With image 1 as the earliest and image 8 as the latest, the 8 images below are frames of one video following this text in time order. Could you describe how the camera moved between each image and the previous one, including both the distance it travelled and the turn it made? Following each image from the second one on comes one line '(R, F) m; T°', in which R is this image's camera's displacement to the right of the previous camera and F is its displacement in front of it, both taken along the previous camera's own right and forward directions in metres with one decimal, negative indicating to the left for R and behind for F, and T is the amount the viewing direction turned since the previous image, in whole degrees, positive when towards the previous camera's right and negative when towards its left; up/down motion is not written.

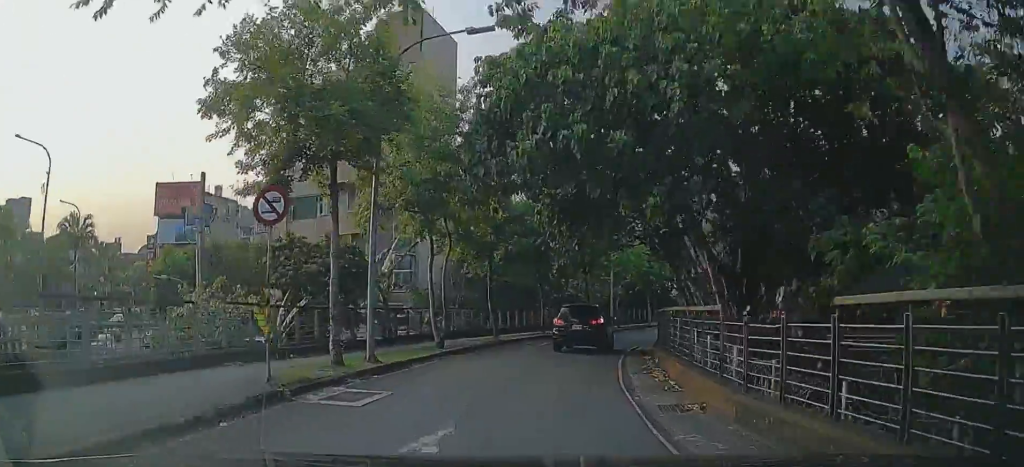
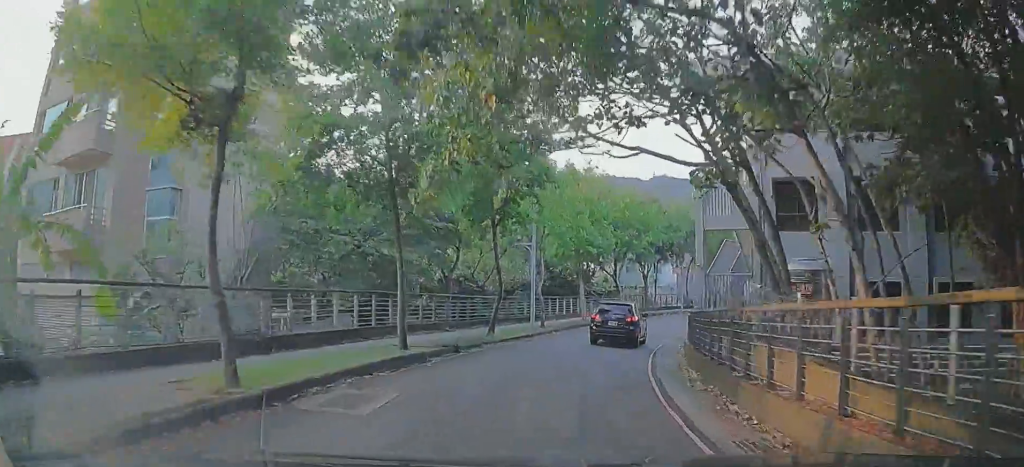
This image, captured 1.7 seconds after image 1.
(+2.2, +16.5) m; +14°
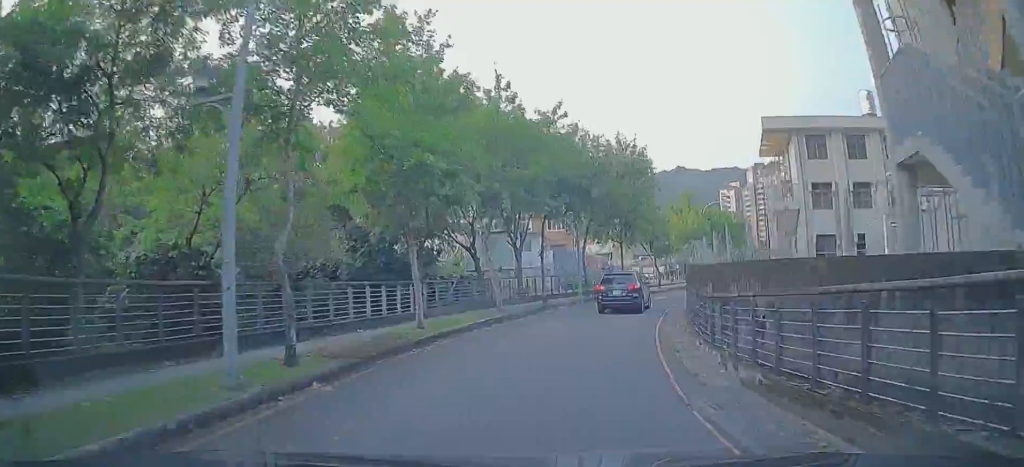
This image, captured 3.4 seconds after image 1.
(-0.2, +17.1) m; +5°
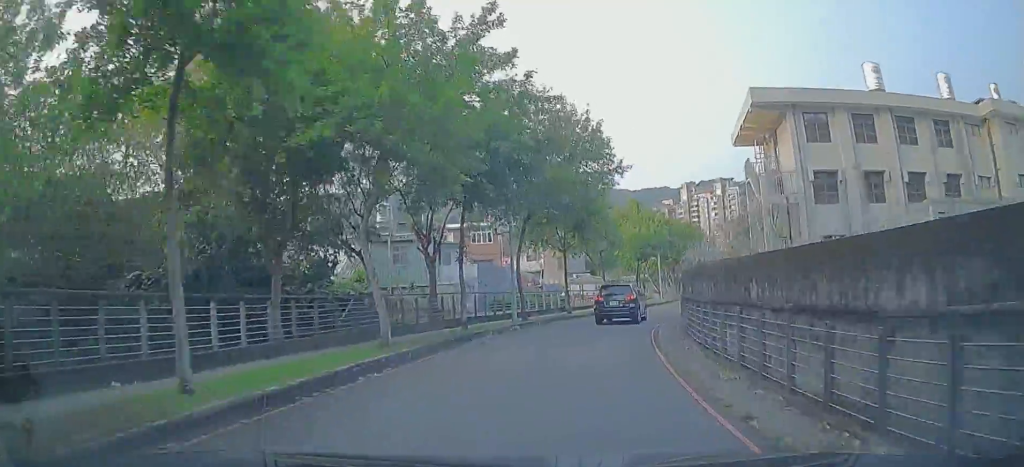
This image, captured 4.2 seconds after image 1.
(+0.7, +8.1) m; +8°
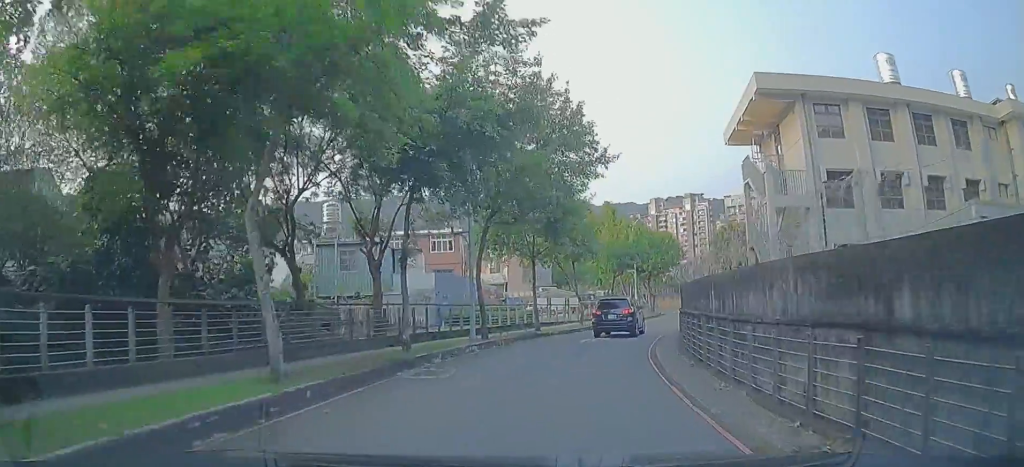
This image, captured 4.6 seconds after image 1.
(0.0, +4.2) m; +4°
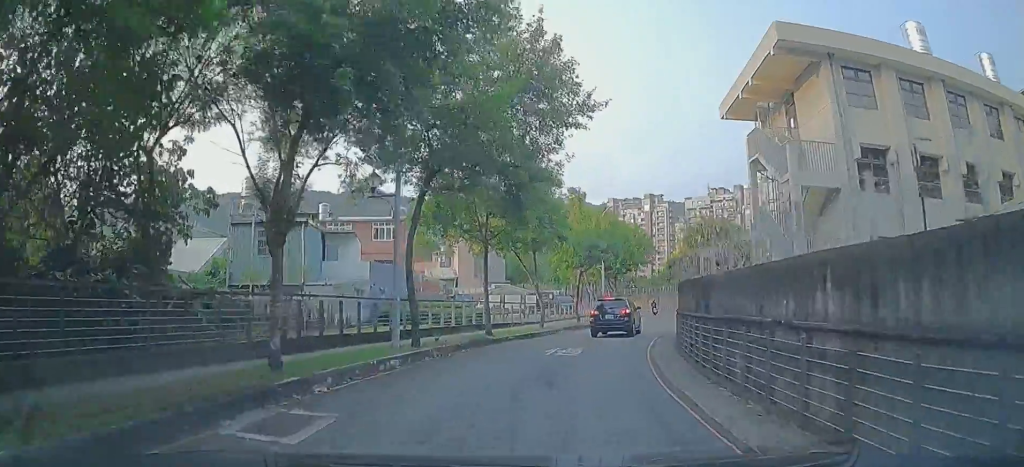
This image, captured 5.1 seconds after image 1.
(+0.4, +6.5) m; +5°
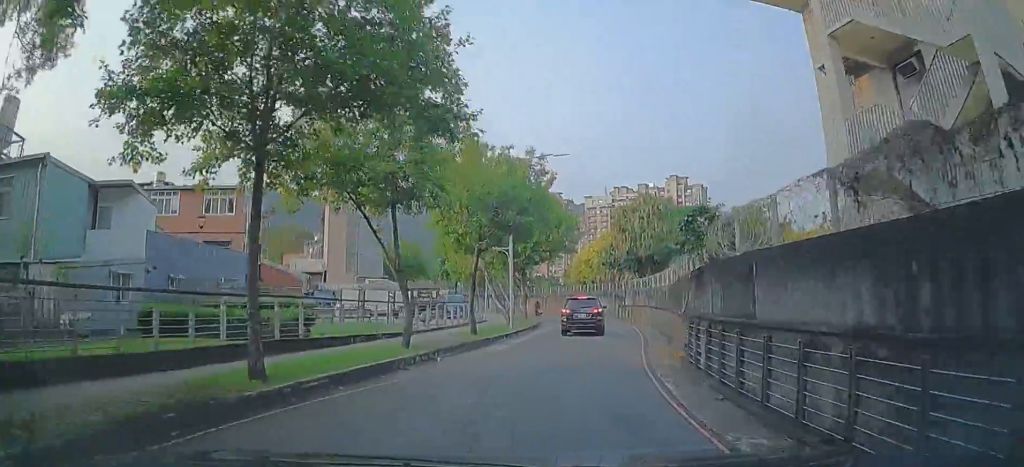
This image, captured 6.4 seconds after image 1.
(+1.5, +14.4) m; +14°
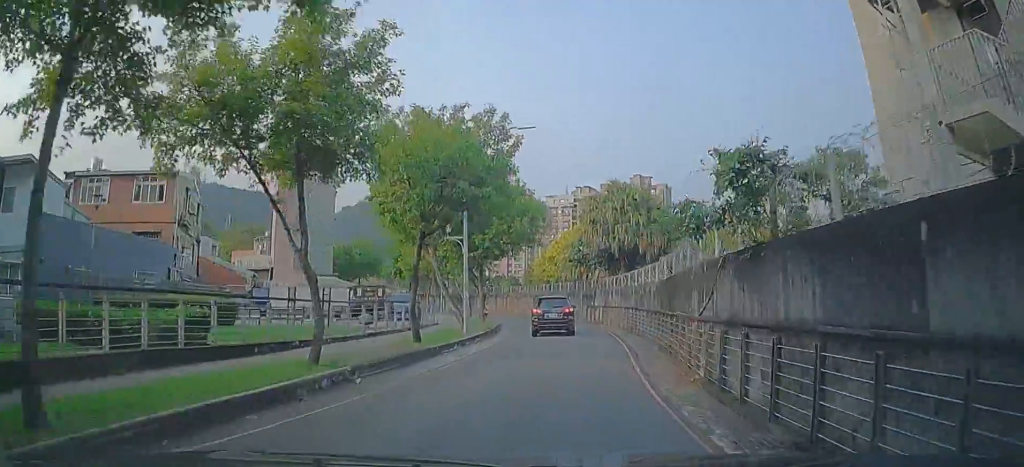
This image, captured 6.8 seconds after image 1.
(+0.2, +4.6) m; +4°
